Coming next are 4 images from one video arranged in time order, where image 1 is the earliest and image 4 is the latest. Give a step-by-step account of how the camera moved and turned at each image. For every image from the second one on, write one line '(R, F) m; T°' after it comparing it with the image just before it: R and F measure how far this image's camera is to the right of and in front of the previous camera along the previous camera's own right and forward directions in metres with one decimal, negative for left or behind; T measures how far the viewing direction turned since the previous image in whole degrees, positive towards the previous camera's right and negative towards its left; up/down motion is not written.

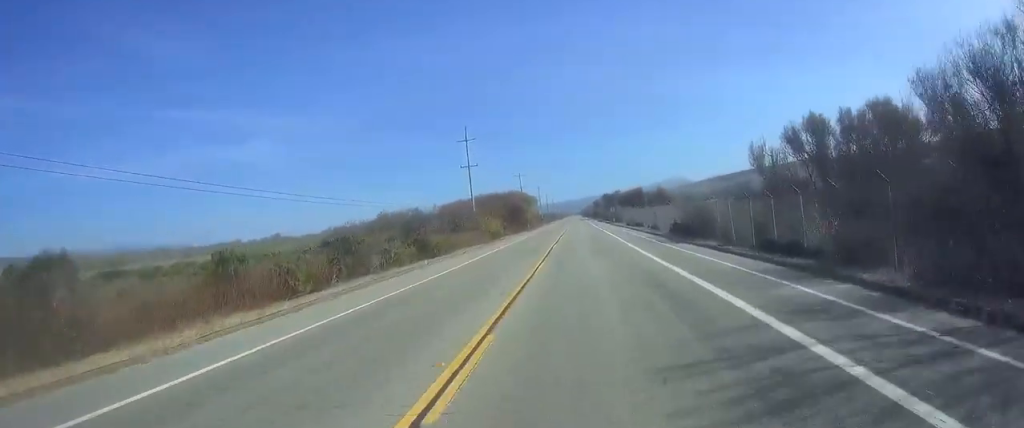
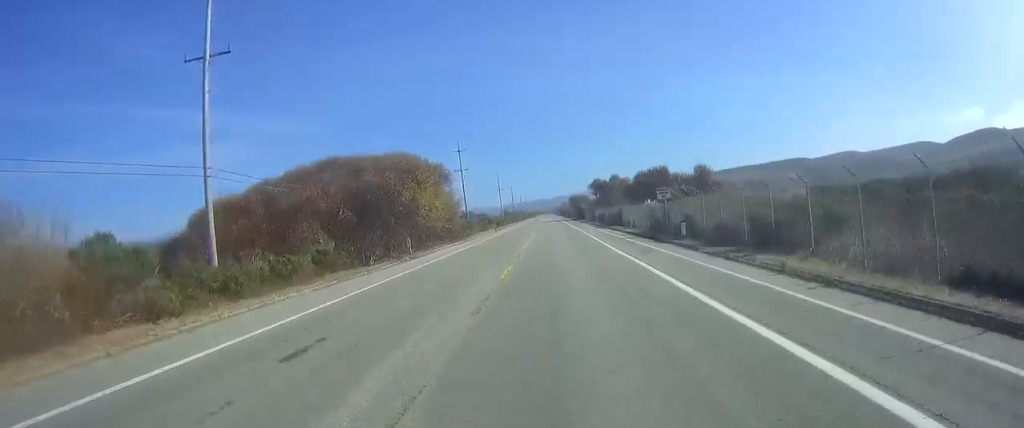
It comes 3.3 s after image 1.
(-0.7, +78.1) m; -1°
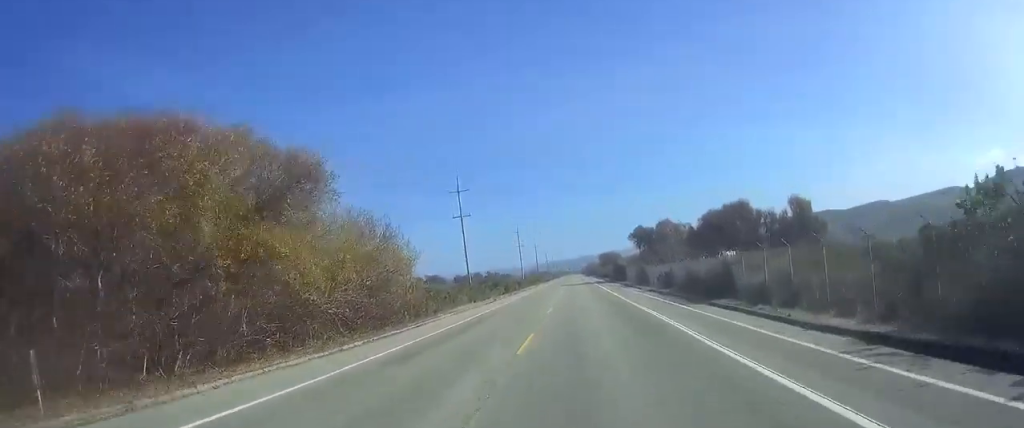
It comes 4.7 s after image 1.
(+0.1, +32.4) m; 0°
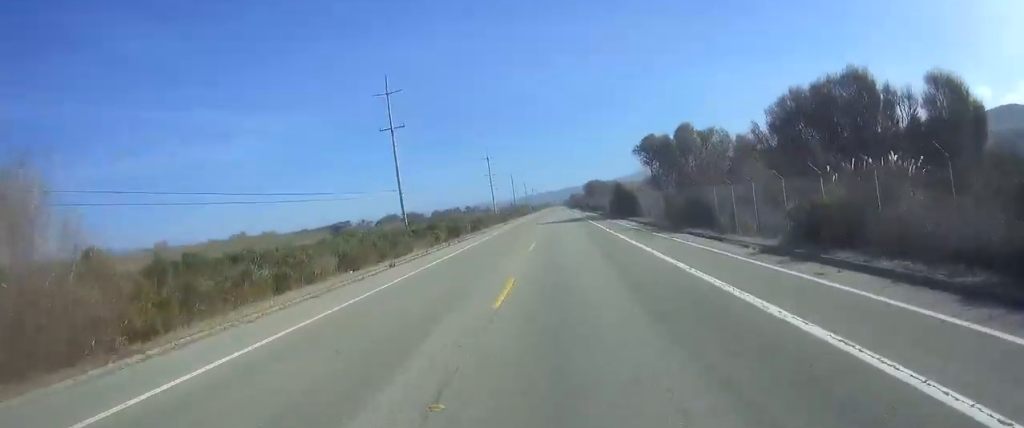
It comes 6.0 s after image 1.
(-0.1, +31.6) m; 0°
